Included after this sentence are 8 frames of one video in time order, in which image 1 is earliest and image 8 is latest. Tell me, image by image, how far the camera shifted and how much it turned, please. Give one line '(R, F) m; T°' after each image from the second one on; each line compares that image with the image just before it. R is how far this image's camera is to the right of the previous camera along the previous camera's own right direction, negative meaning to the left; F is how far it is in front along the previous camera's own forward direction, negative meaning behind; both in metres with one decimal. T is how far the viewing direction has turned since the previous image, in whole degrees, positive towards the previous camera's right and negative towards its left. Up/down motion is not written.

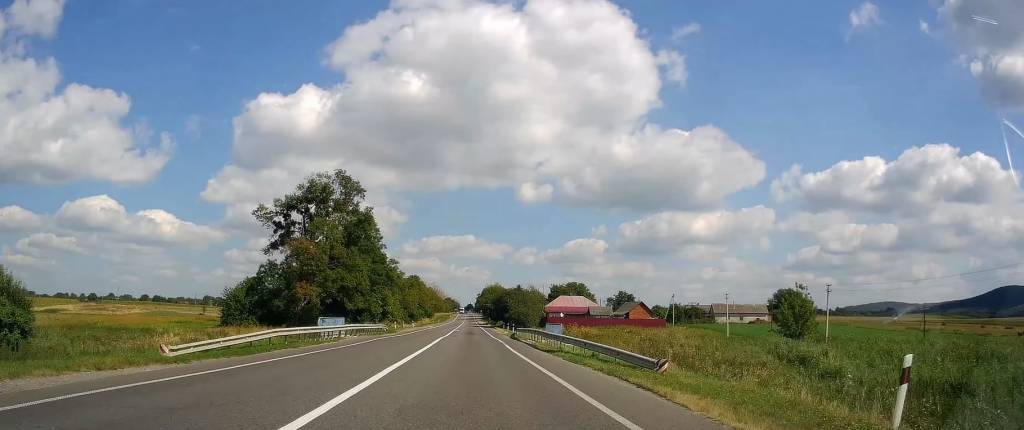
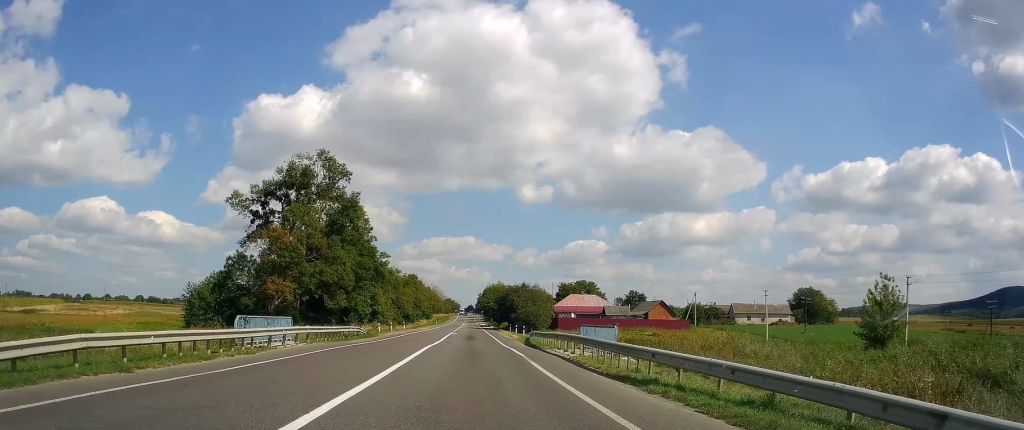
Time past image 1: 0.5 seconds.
(0.0, +13.7) m; 0°
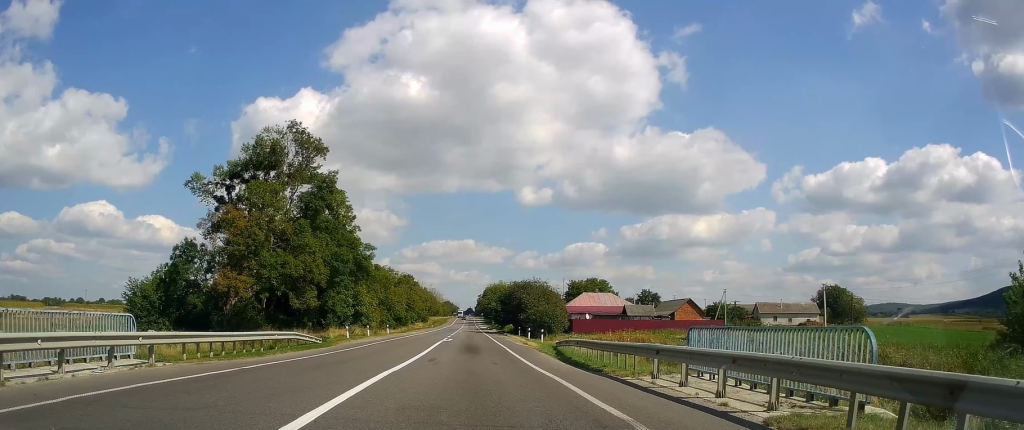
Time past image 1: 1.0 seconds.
(-0.2, +16.2) m; +1°
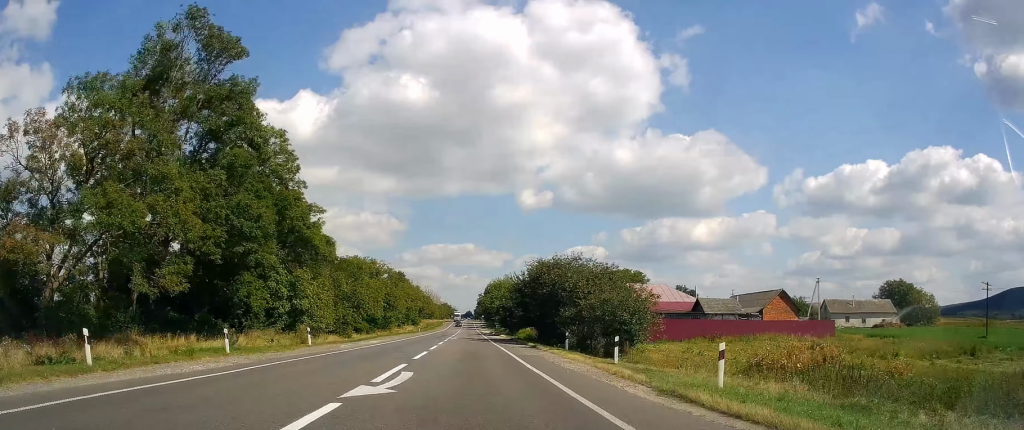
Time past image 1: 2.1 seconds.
(+1.0, +32.1) m; 0°
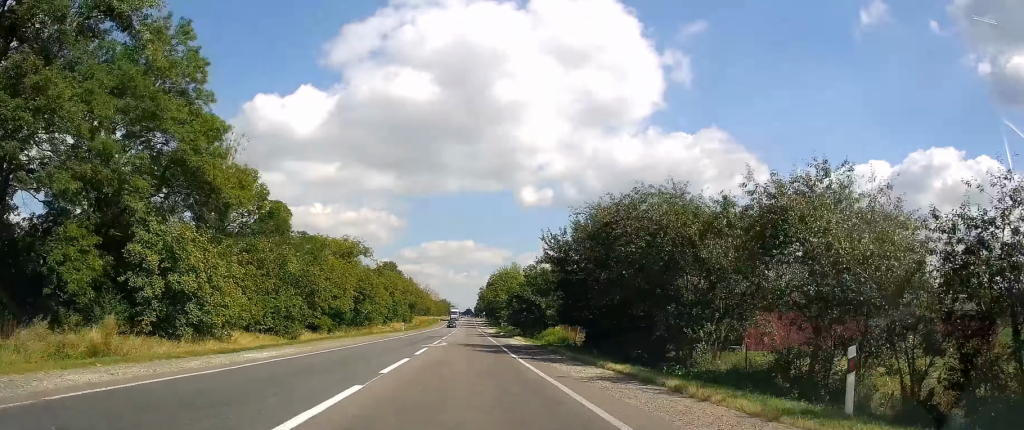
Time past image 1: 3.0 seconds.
(-0.8, +25.9) m; -1°
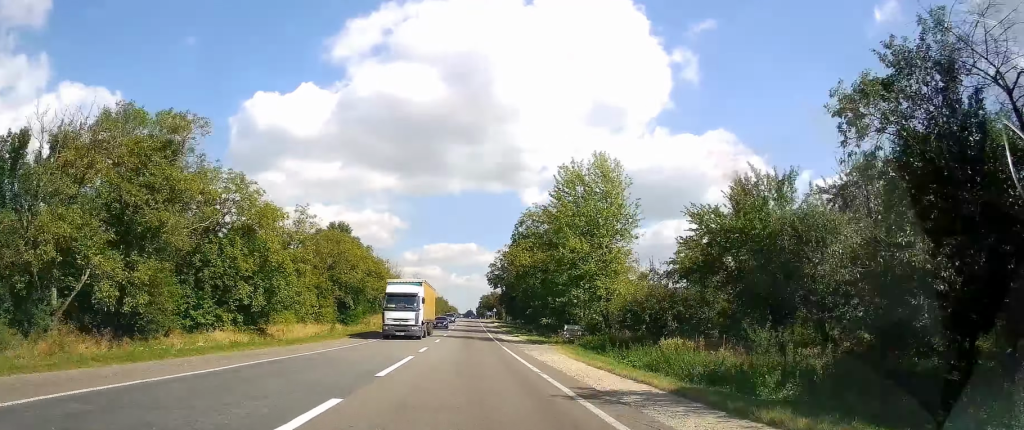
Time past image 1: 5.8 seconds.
(+0.6, +83.0) m; 0°
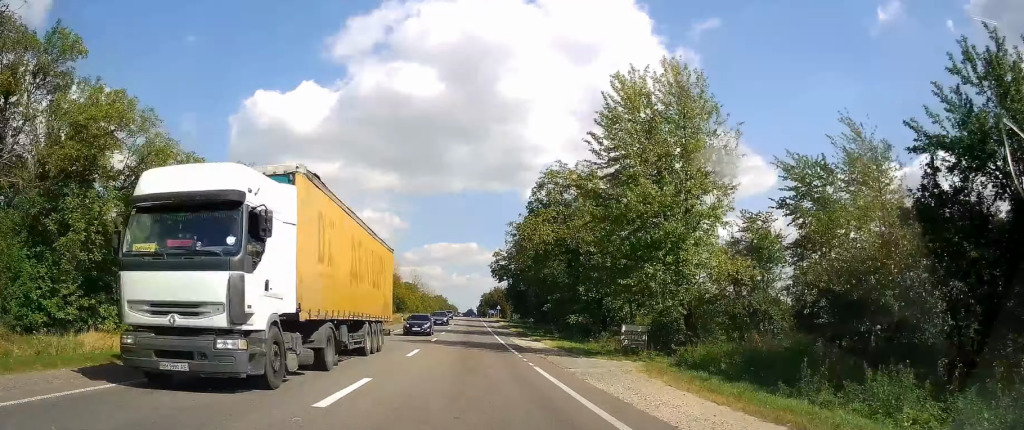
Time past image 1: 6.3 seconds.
(-0.1, +17.4) m; 0°
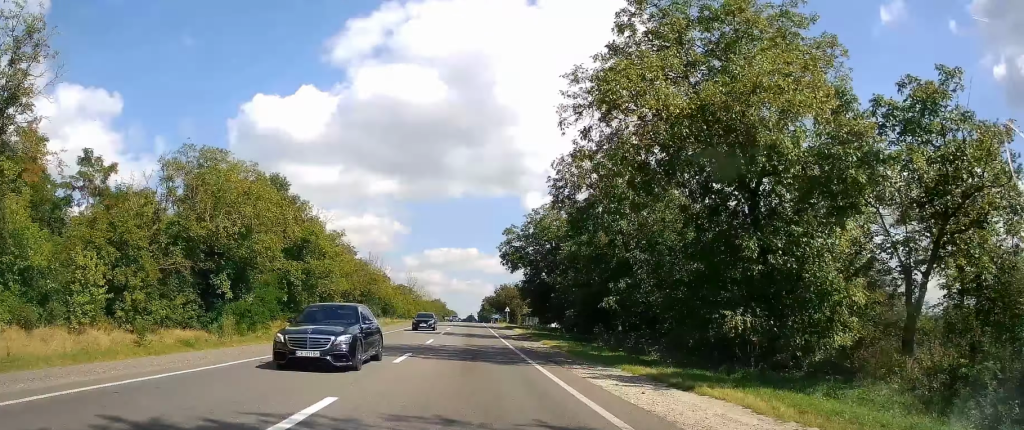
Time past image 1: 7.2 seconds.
(+0.3, +27.3) m; 0°
